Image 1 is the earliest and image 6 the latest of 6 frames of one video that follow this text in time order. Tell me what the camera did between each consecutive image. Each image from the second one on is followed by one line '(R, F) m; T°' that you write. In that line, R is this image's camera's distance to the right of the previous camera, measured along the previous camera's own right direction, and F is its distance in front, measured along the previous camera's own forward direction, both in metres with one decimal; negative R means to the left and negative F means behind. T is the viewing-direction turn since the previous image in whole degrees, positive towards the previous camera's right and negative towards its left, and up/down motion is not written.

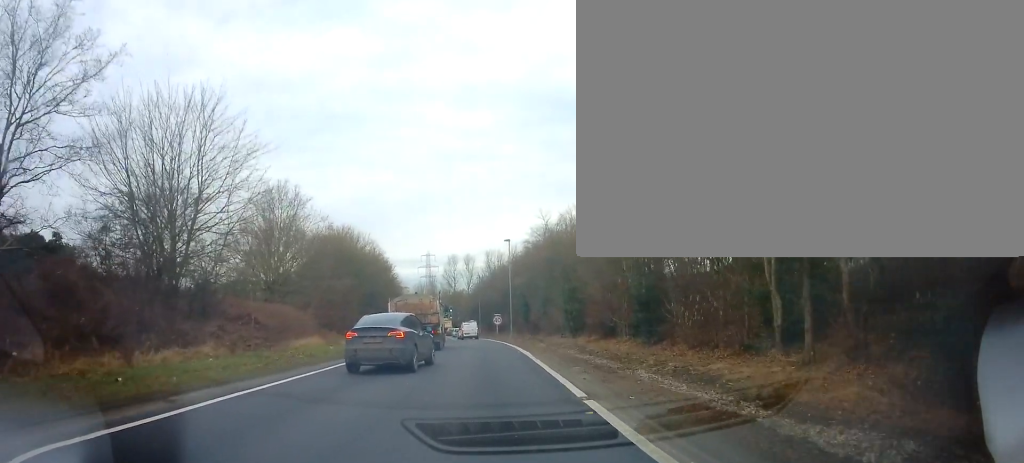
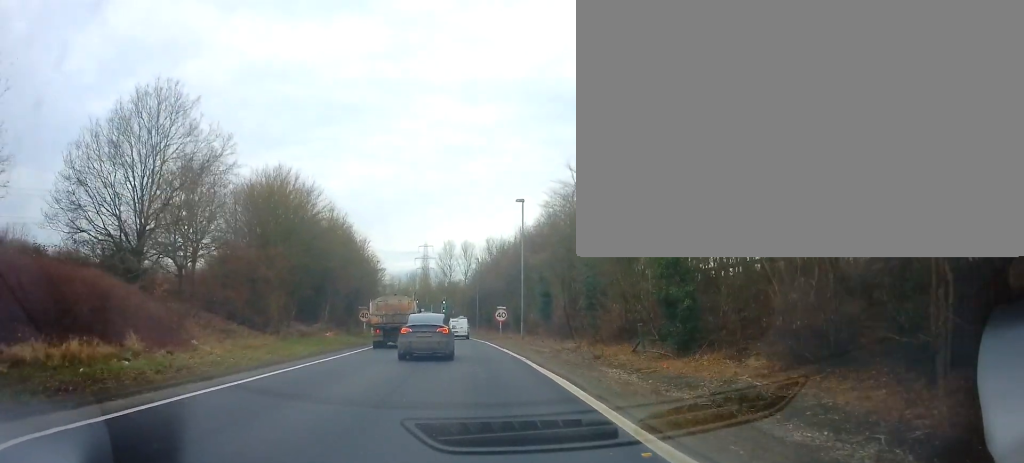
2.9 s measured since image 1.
(0.0, +17.4) m; 0°
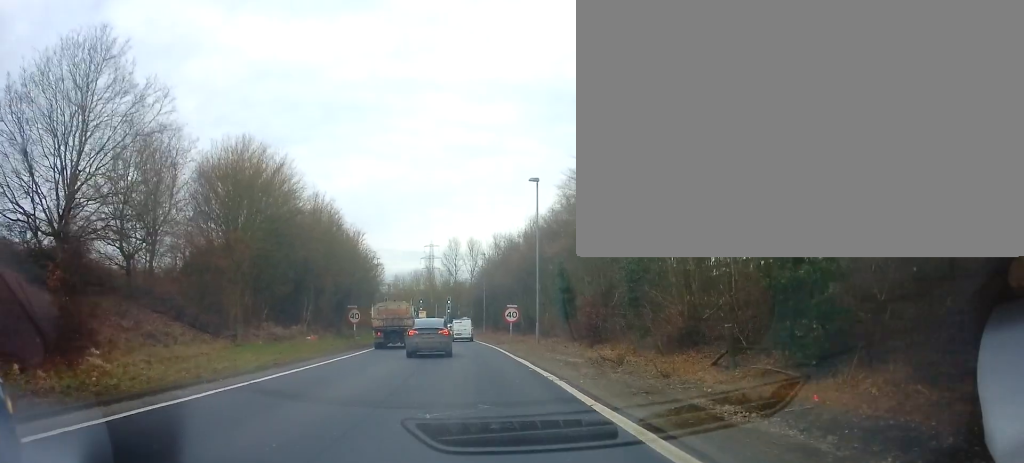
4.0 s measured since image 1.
(-0.1, +5.9) m; -1°
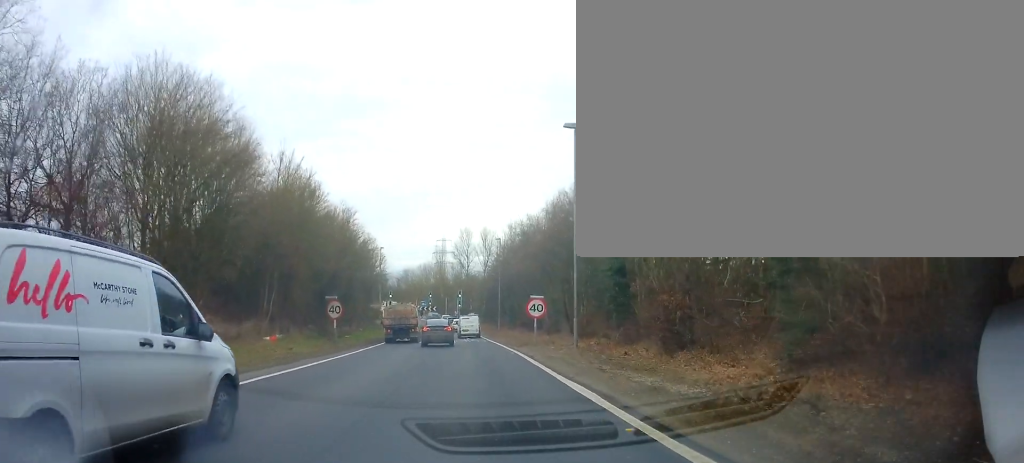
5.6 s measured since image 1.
(+0.1, +10.2) m; +1°
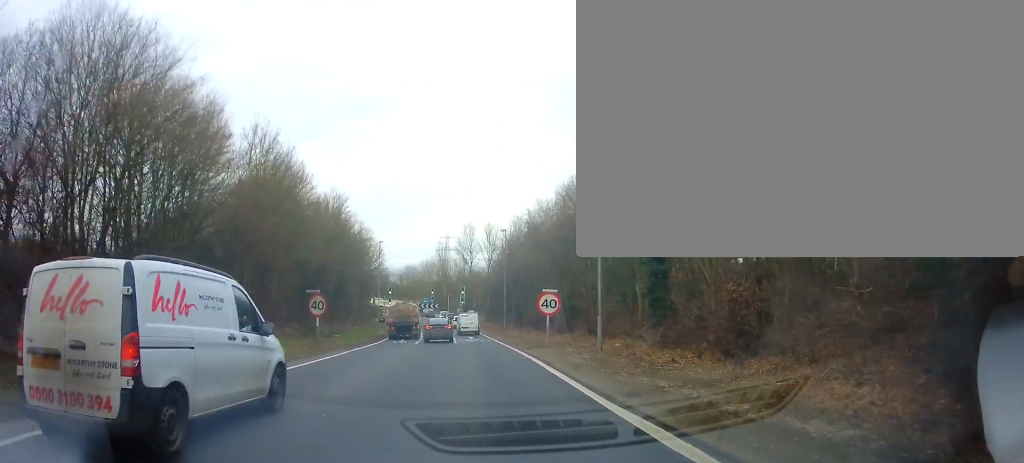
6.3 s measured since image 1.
(0.0, +4.8) m; 0°
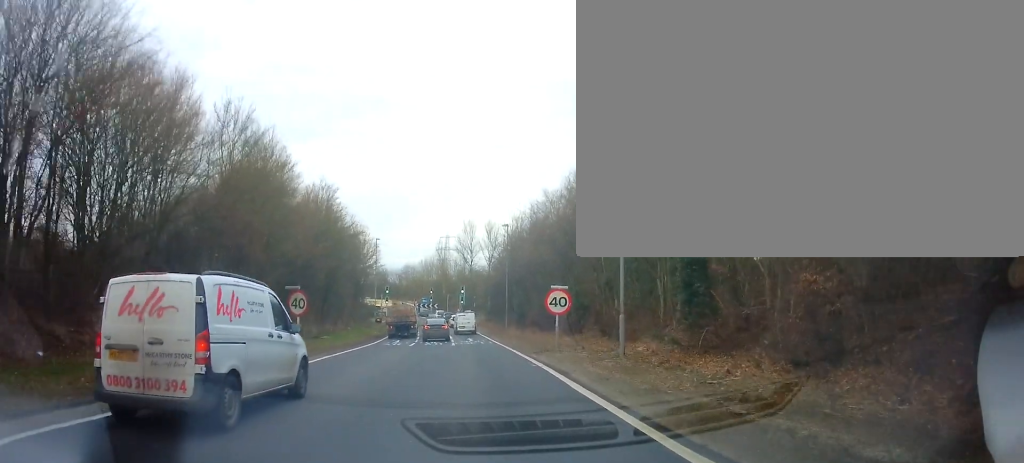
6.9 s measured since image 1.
(-0.1, +3.4) m; -1°
